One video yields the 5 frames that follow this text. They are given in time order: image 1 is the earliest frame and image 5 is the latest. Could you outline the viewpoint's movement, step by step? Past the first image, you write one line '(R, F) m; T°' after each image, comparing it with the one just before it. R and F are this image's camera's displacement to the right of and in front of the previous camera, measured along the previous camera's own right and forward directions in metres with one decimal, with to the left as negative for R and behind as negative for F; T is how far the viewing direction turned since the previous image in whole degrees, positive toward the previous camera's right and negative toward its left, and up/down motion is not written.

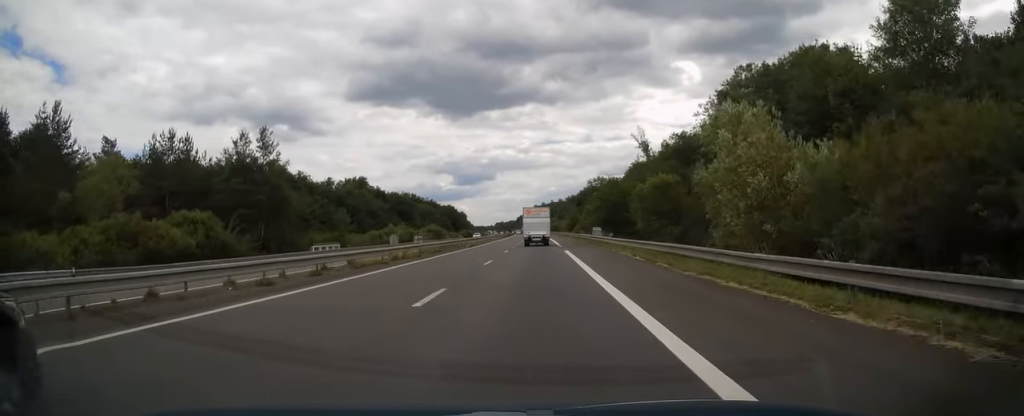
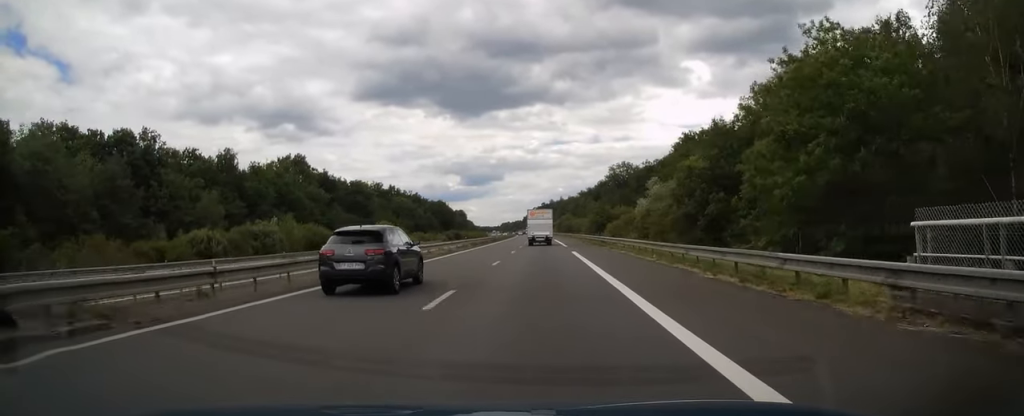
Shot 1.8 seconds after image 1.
(-0.4, +53.1) m; -1°
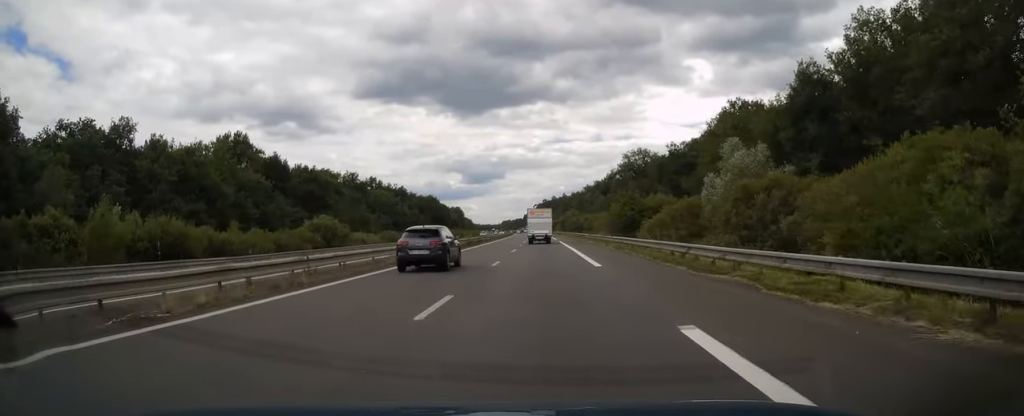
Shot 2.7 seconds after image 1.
(-0.1, +27.6) m; 0°
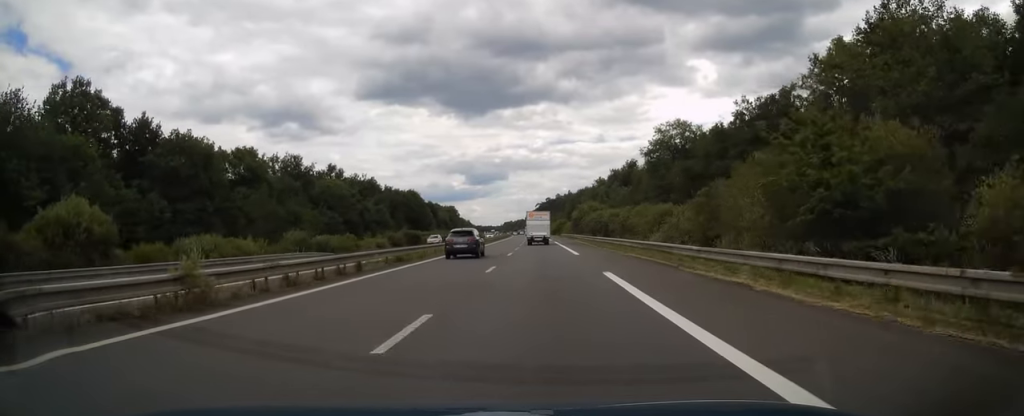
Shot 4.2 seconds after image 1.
(-0.1, +41.8) m; 0°
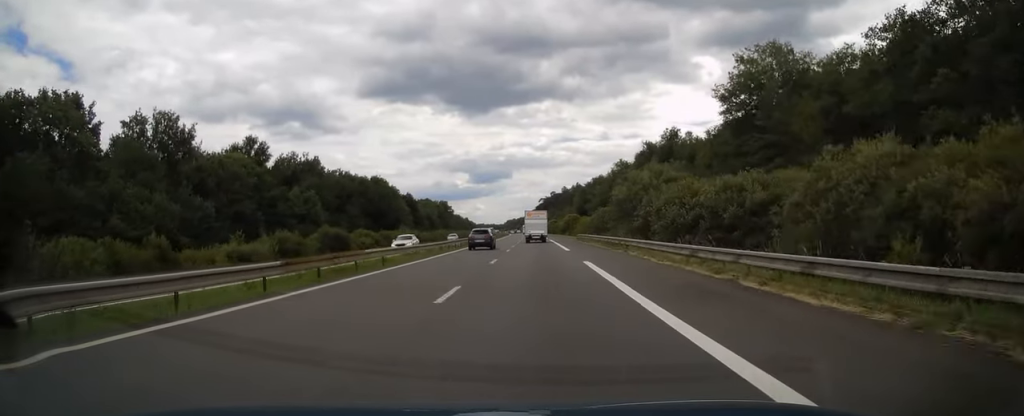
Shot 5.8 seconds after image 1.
(-0.2, +47.8) m; 0°
